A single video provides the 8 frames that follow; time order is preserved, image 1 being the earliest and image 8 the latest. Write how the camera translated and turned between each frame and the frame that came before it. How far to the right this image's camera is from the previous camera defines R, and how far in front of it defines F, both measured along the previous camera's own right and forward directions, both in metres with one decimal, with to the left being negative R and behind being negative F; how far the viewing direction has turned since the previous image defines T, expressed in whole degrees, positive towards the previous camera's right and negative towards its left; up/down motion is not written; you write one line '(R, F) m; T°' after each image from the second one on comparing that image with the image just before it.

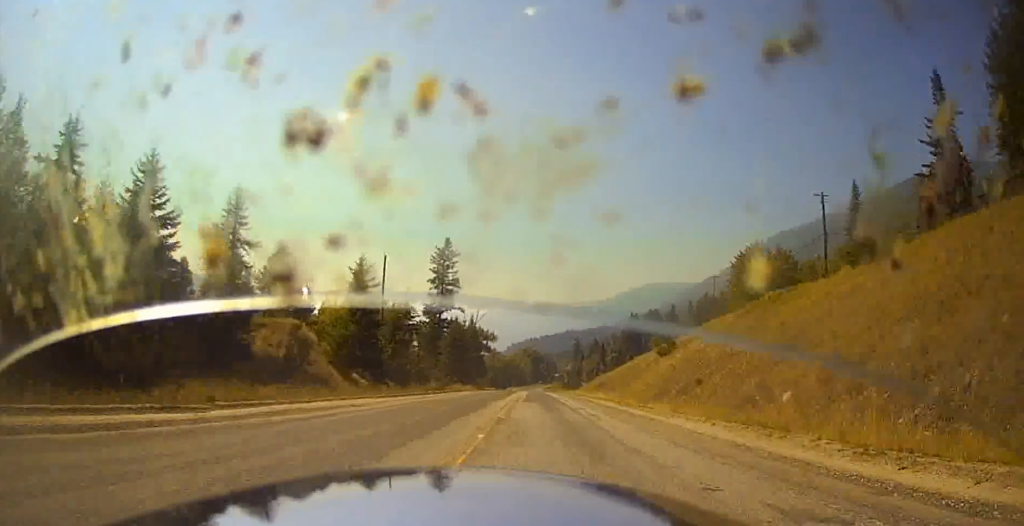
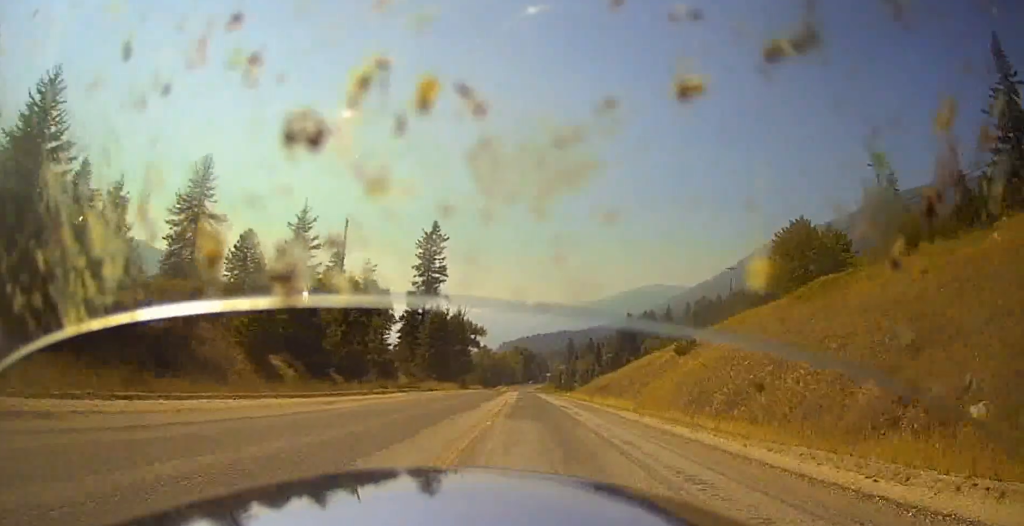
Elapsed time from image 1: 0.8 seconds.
(+0.3, +13.9) m; +1°
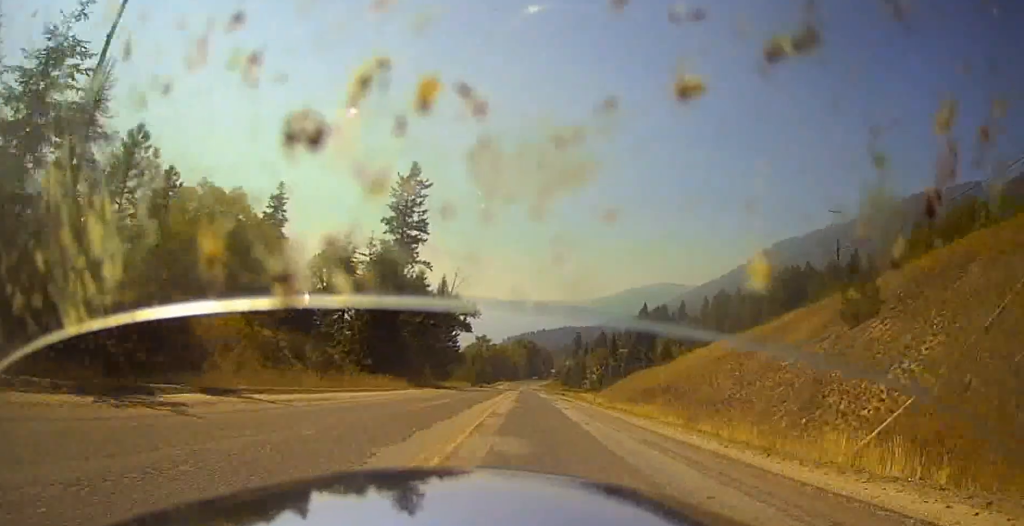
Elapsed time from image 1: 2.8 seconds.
(-1.1, +37.8) m; -4°
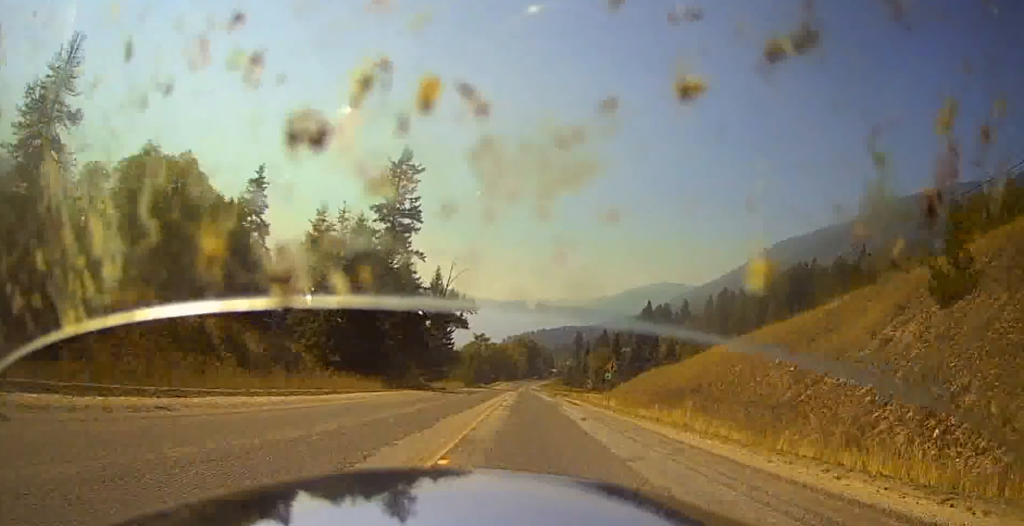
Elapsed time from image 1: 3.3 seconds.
(-0.2, +8.3) m; 0°
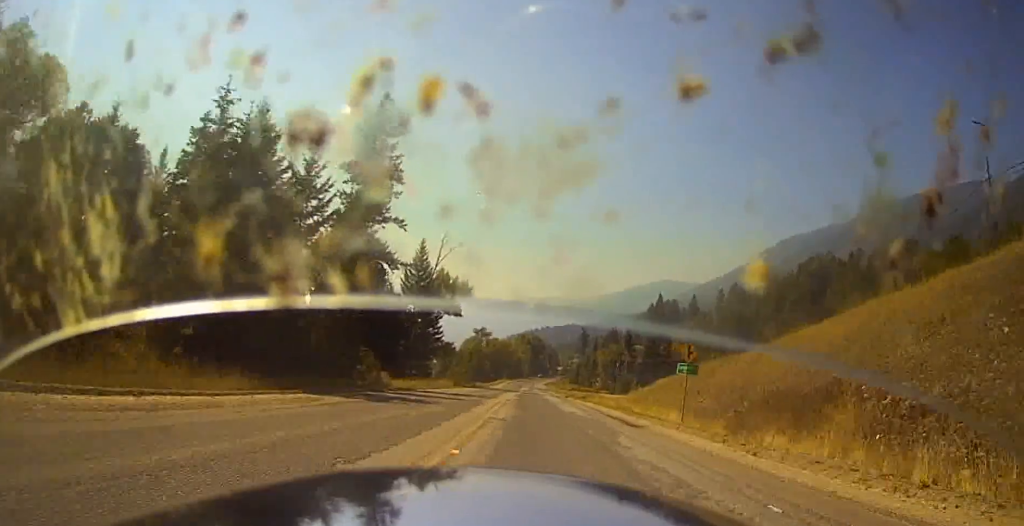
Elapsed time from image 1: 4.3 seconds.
(+0.1, +18.4) m; +1°
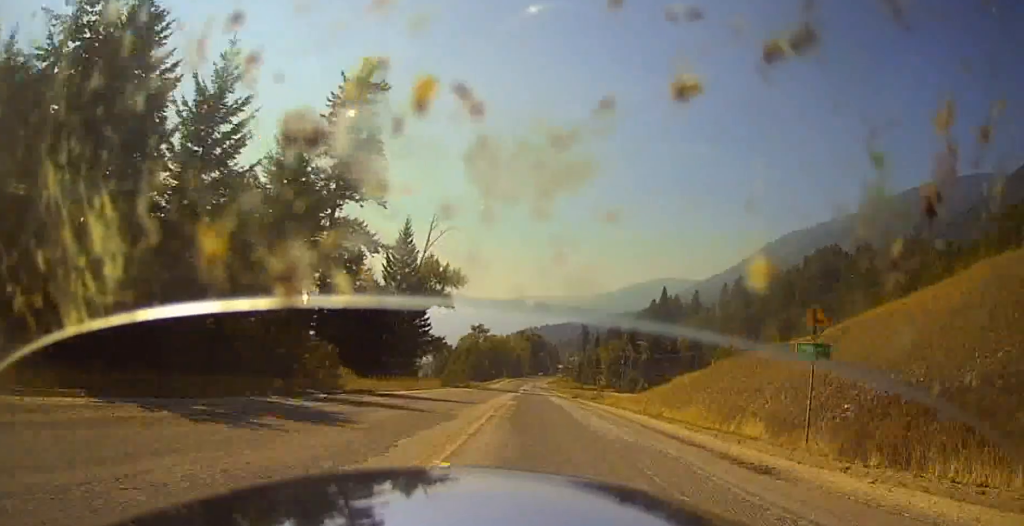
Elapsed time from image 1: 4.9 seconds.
(+0.1, +10.2) m; +1°
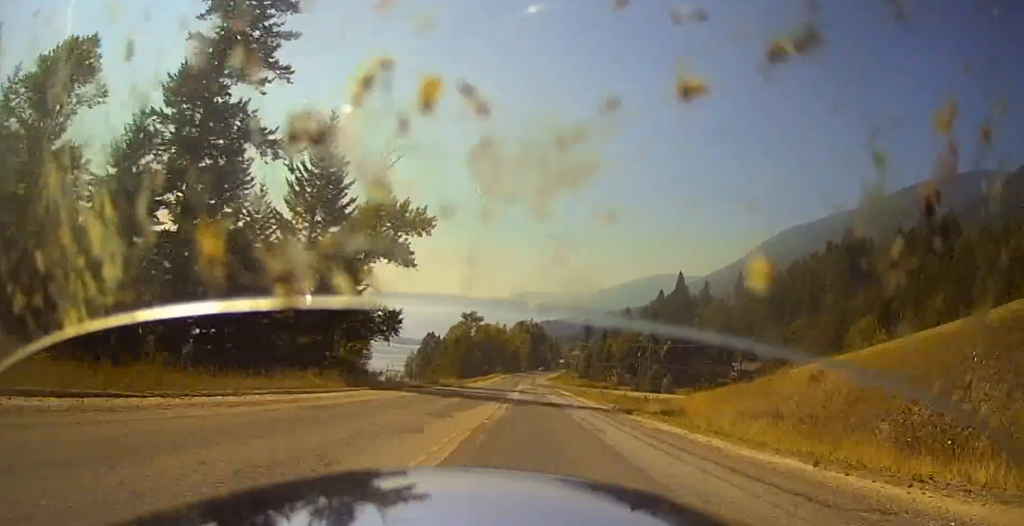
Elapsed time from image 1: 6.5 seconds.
(0.0, +35.7) m; -1°
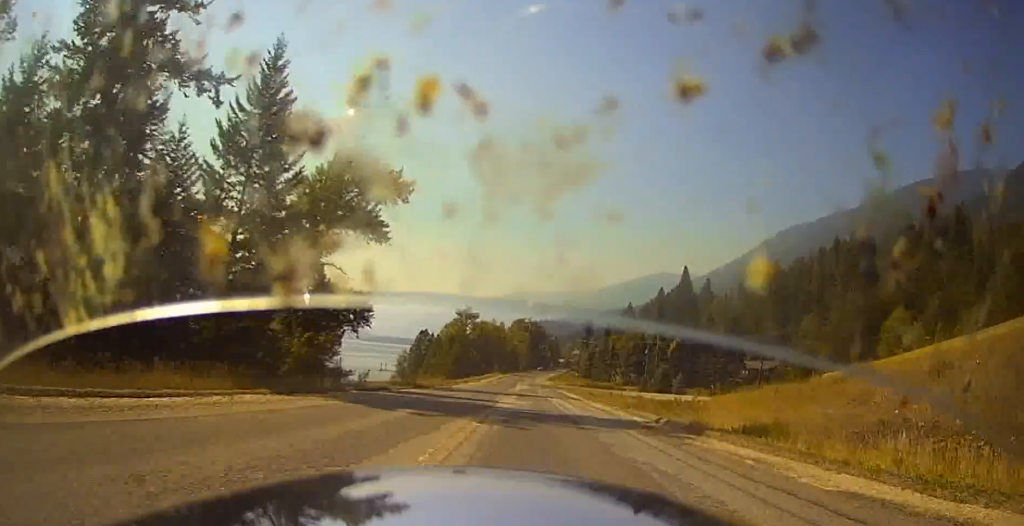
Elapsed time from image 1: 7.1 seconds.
(0.0, +12.7) m; 0°
